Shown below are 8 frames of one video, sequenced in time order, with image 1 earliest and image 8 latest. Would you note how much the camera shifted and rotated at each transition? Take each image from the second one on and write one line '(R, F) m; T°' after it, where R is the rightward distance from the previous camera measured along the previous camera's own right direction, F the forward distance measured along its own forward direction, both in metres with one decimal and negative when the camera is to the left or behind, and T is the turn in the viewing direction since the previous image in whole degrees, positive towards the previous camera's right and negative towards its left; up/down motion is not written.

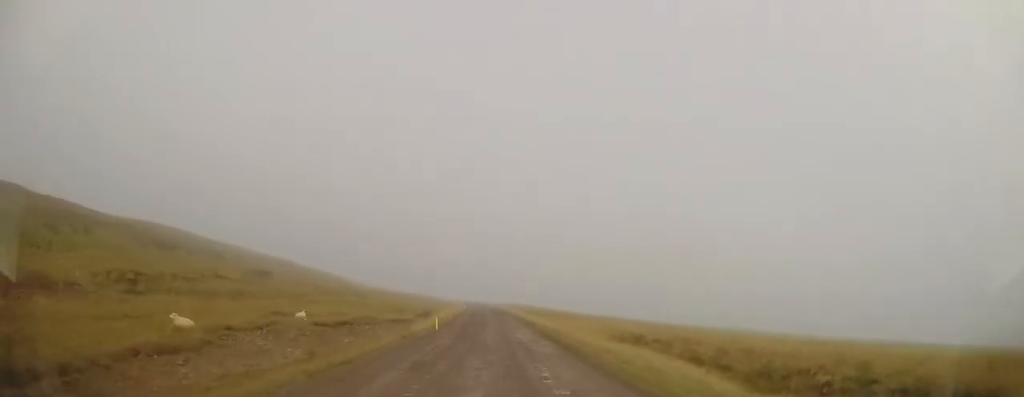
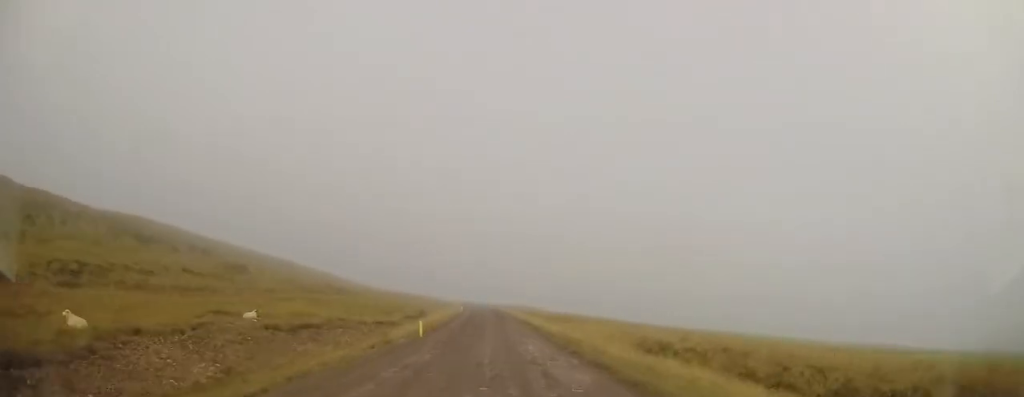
(-0.2, +5.4) m; 0°
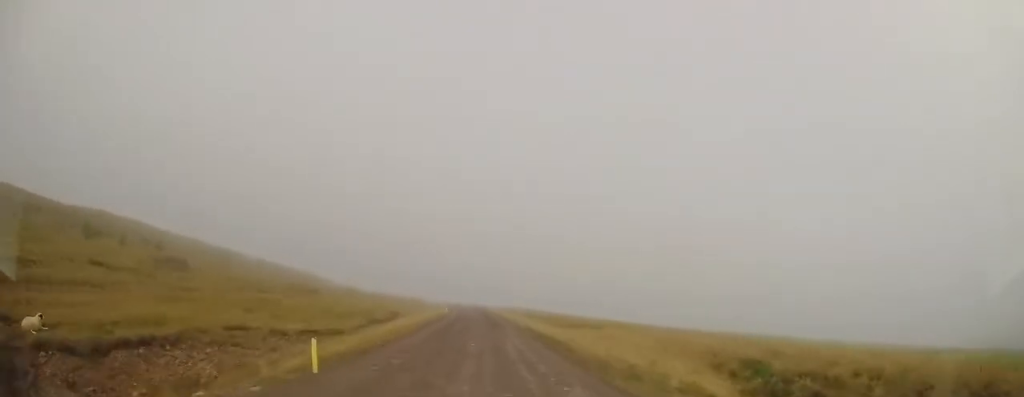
(-0.2, +11.8) m; 0°
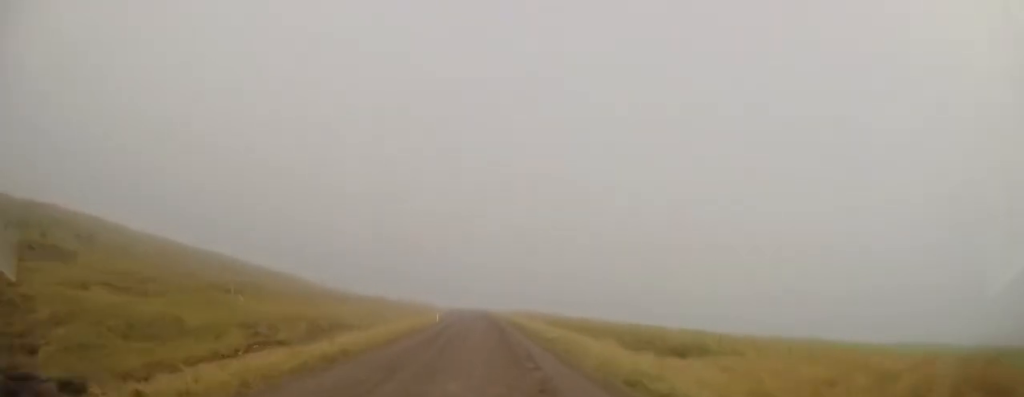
(+0.1, +19.9) m; -1°
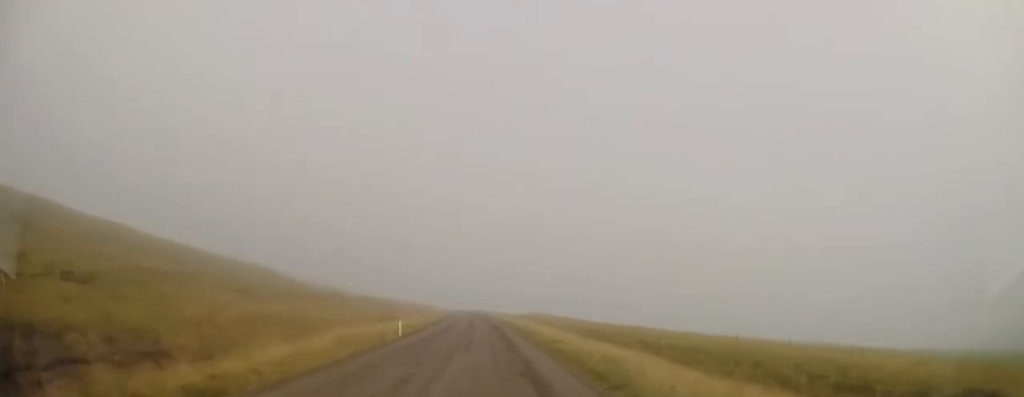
(-0.4, +18.9) m; -2°
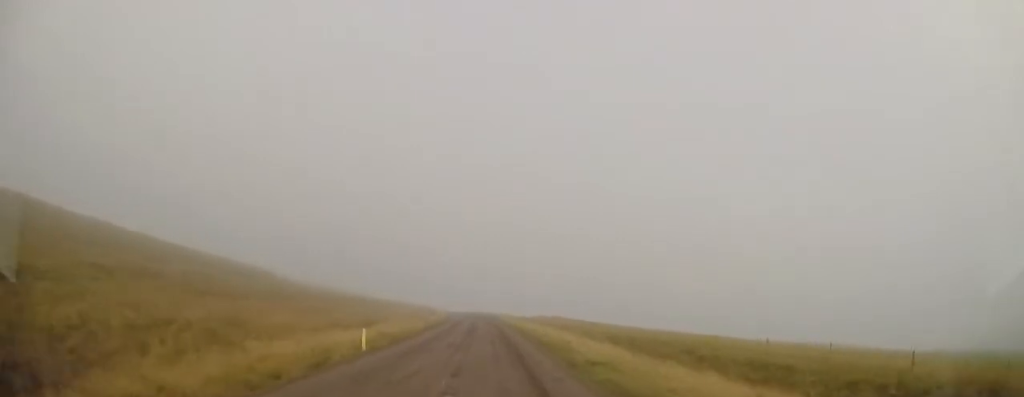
(0.0, +6.8) m; 0°
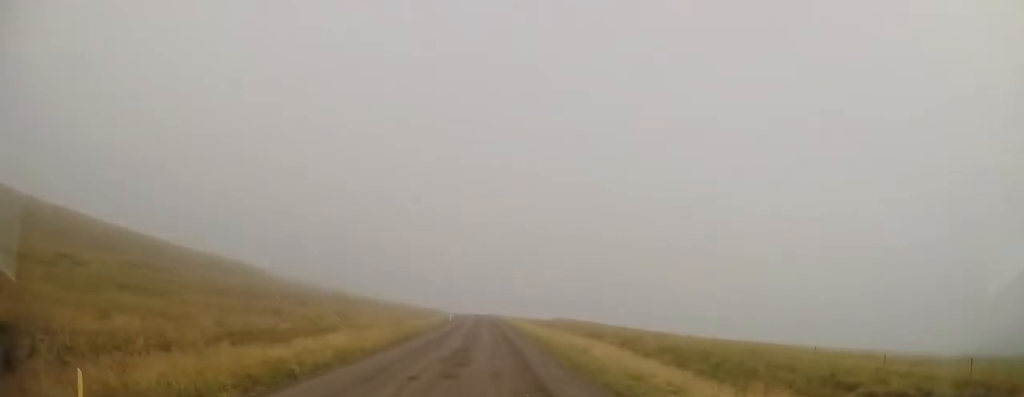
(-0.1, +11.0) m; 0°
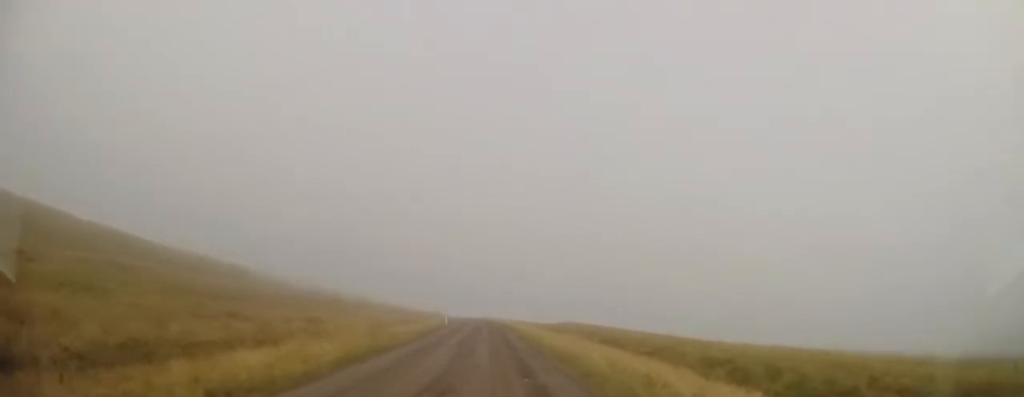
(0.0, +6.0) m; 0°
